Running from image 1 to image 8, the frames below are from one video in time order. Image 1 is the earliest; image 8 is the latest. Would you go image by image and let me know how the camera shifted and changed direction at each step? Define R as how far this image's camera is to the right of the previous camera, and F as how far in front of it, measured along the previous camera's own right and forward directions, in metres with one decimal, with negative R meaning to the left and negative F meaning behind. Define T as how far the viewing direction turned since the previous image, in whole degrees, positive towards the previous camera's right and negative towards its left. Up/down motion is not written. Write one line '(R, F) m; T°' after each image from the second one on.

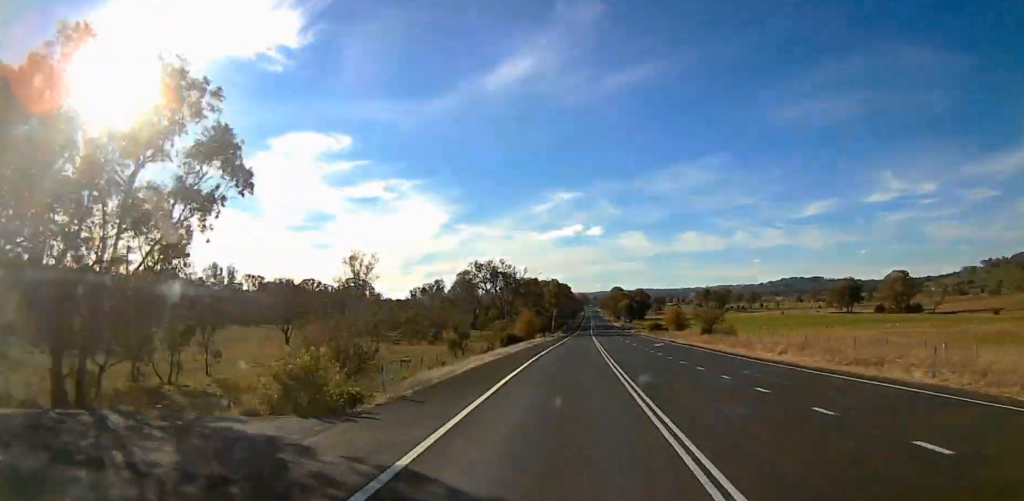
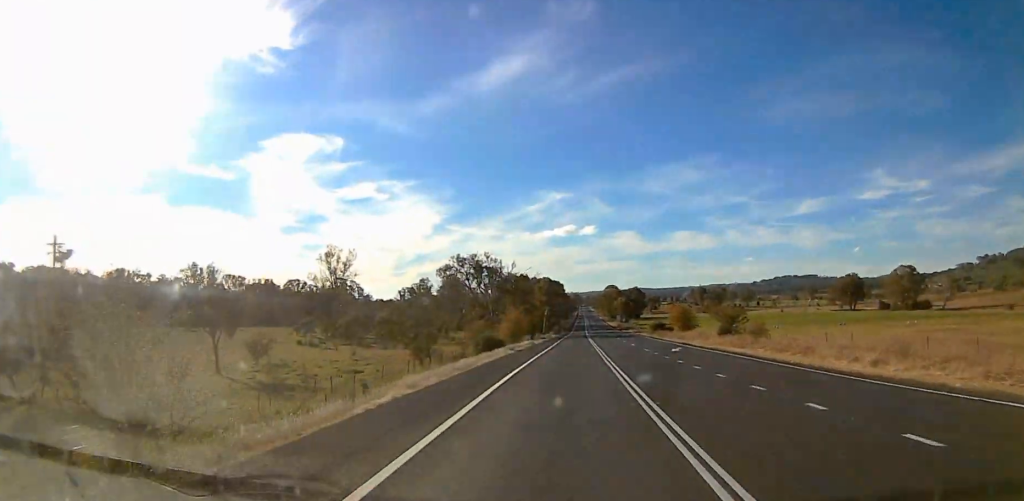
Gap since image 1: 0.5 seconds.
(0.0, +13.2) m; 0°
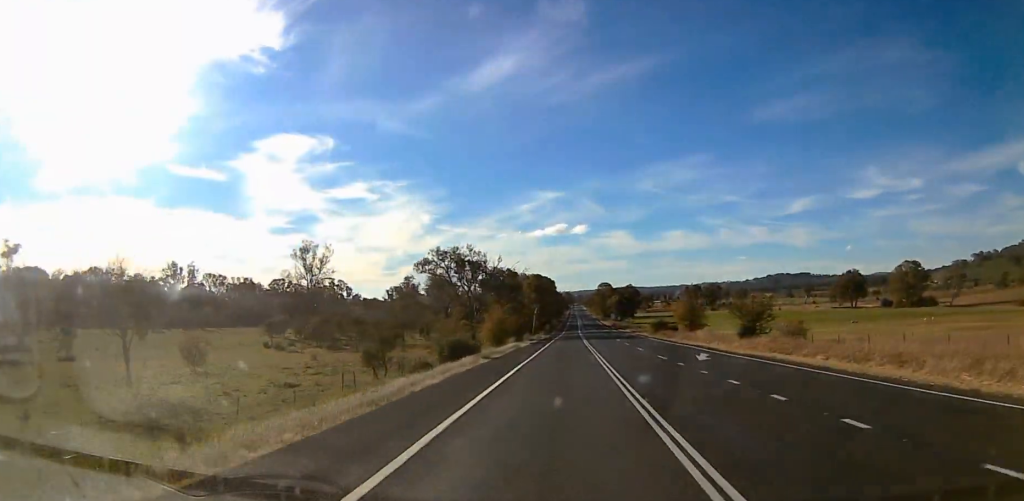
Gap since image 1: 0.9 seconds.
(0.0, +11.3) m; 0°
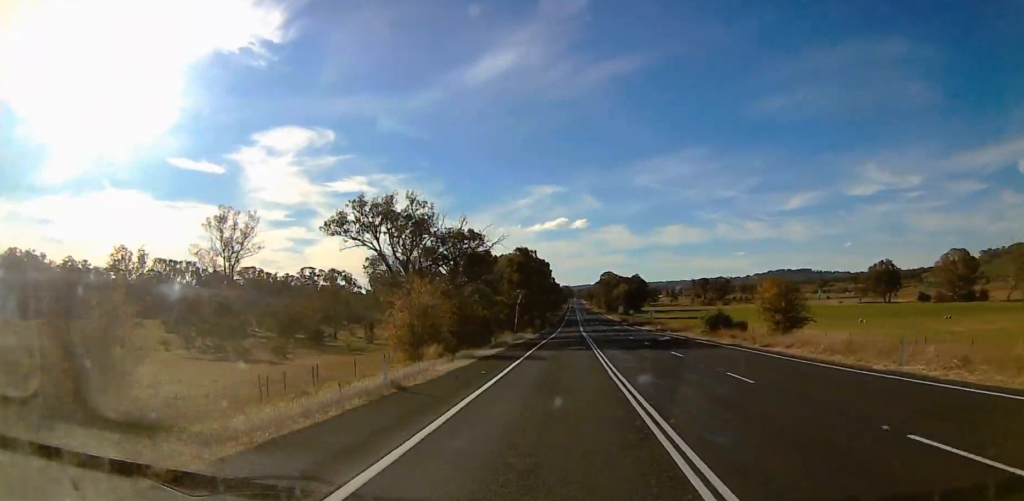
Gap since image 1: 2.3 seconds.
(+0.4, +36.0) m; +2°
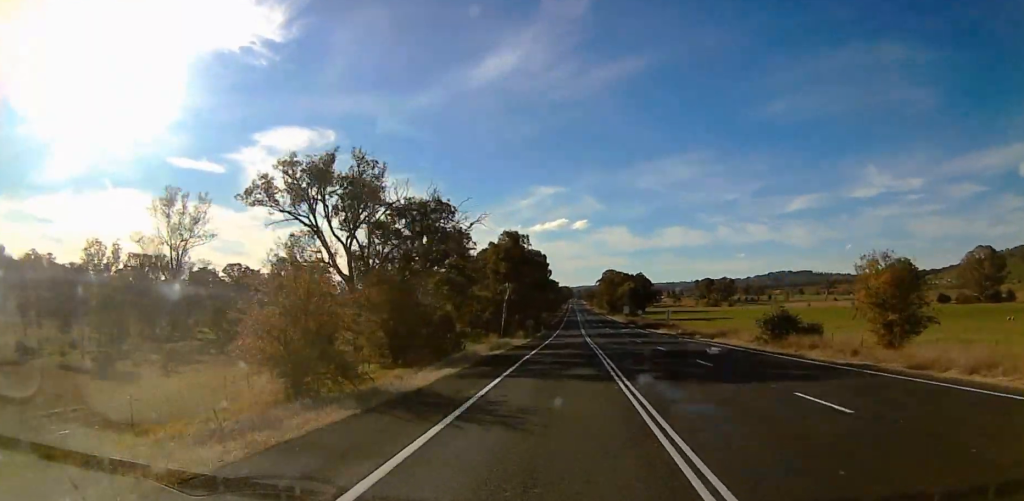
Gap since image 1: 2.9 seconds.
(+0.2, +15.6) m; +1°
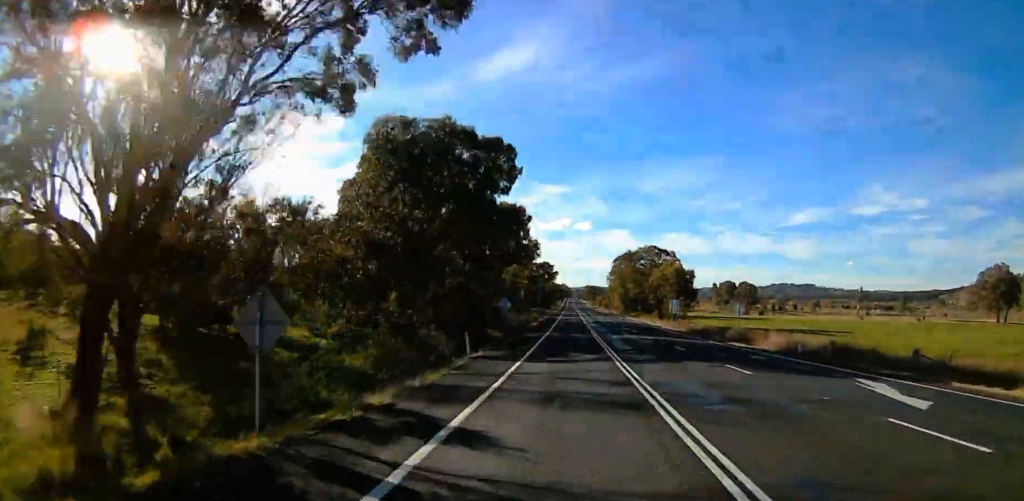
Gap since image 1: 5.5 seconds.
(+2.1, +64.8) m; 0°
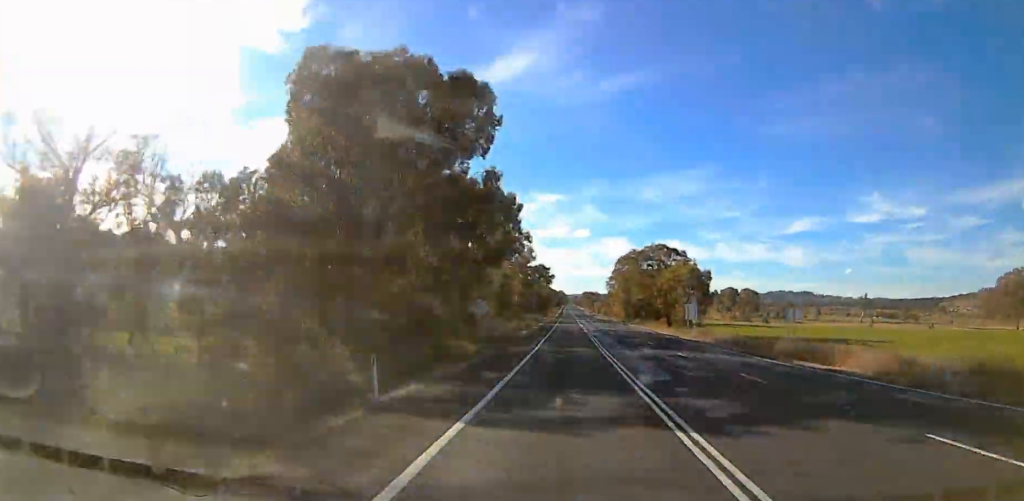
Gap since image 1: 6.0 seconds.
(-0.1, +16.2) m; -2°
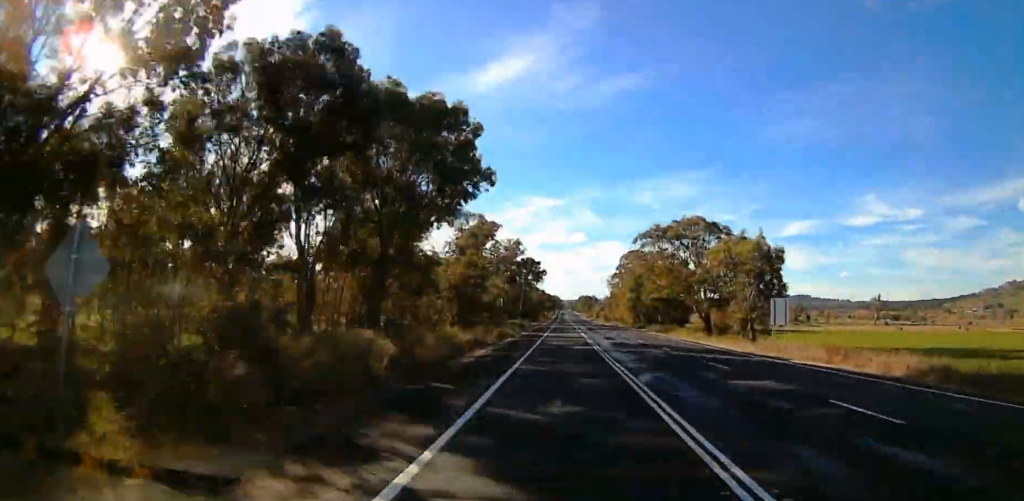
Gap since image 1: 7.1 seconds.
(-1.5, +41.5) m; +1°
